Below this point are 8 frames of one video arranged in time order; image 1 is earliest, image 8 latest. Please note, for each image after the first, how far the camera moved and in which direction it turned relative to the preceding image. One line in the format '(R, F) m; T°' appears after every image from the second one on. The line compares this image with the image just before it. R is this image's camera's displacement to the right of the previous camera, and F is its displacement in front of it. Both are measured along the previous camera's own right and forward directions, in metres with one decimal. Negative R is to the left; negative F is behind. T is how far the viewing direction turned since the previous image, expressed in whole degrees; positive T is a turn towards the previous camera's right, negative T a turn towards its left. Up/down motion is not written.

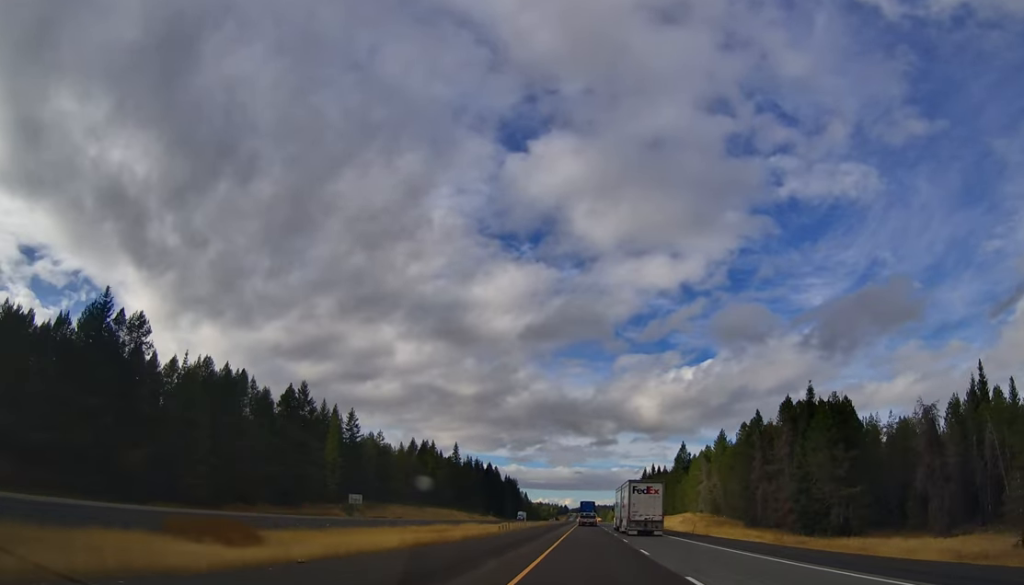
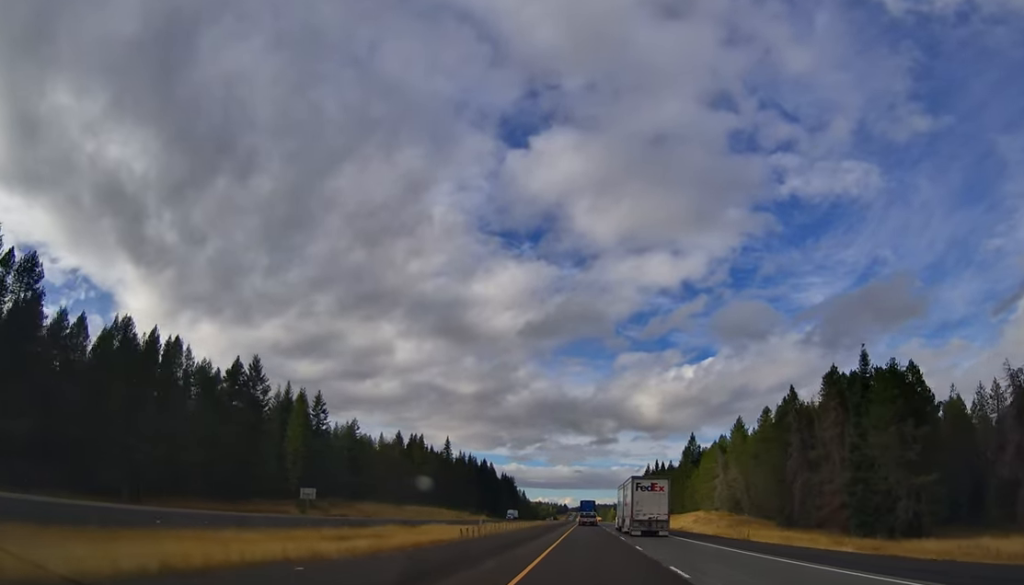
(0.0, +21.8) m; 0°
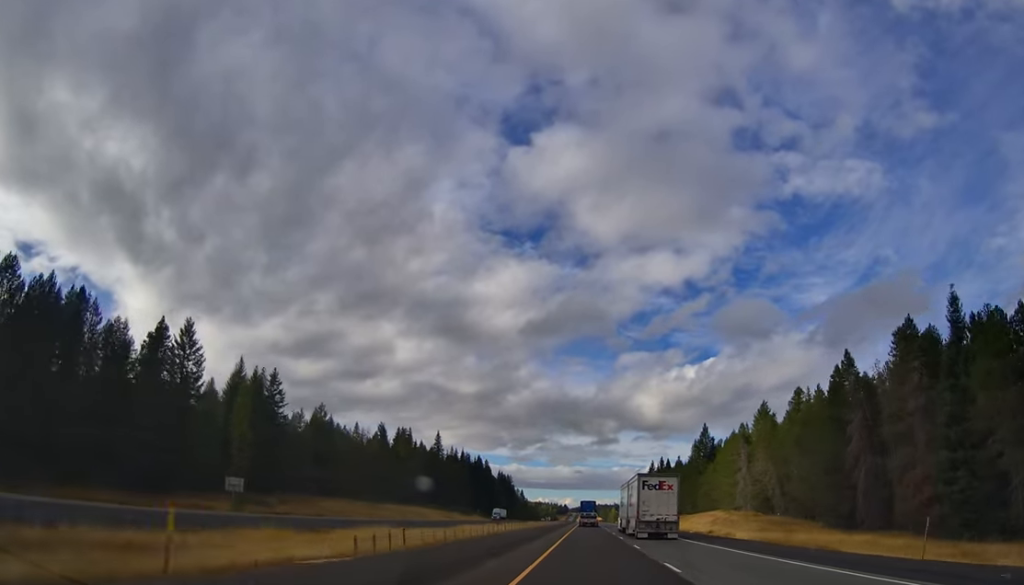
(-0.1, +22.9) m; 0°
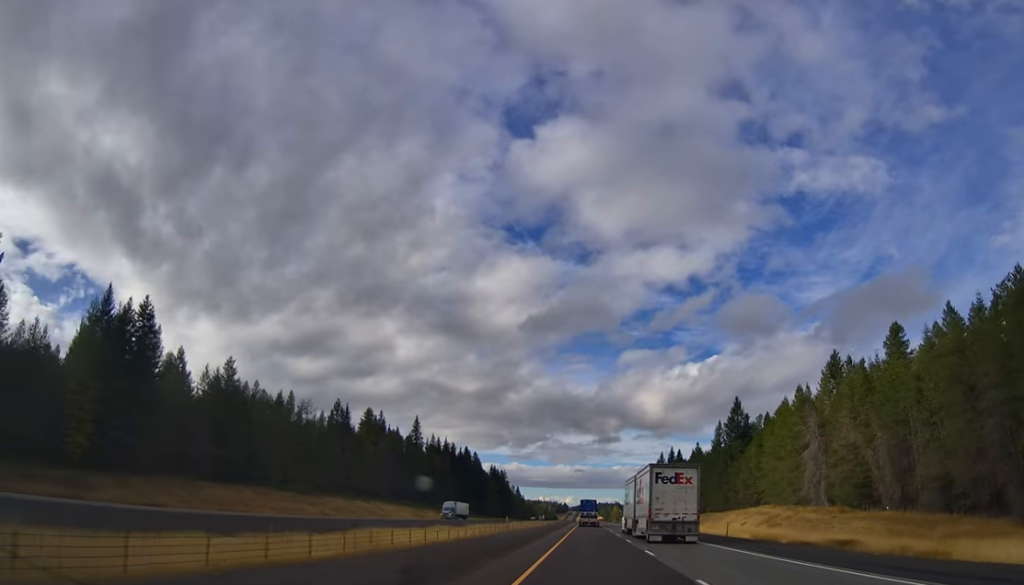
(+0.2, +42.5) m; 0°
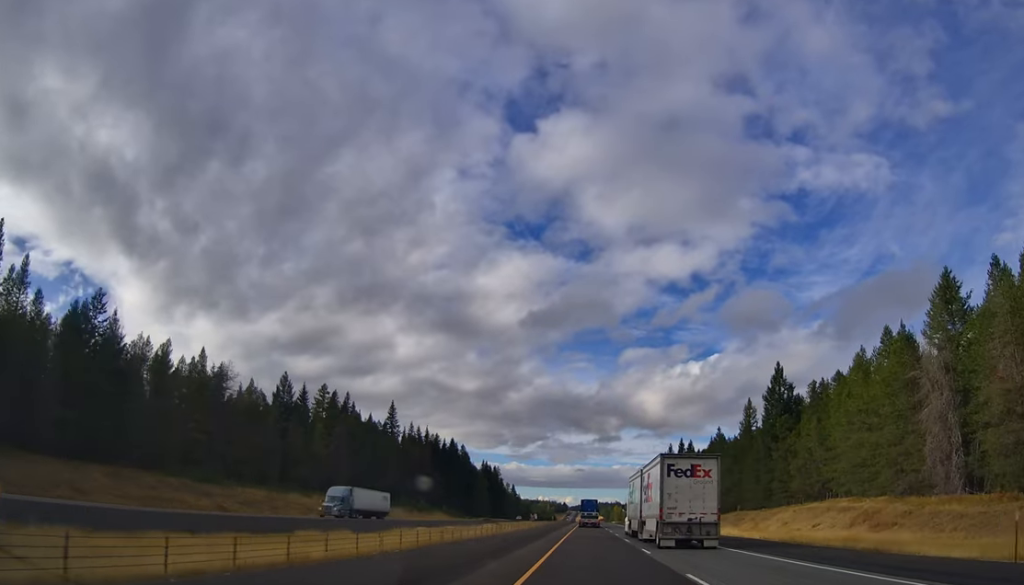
(-0.3, +35.6) m; 0°
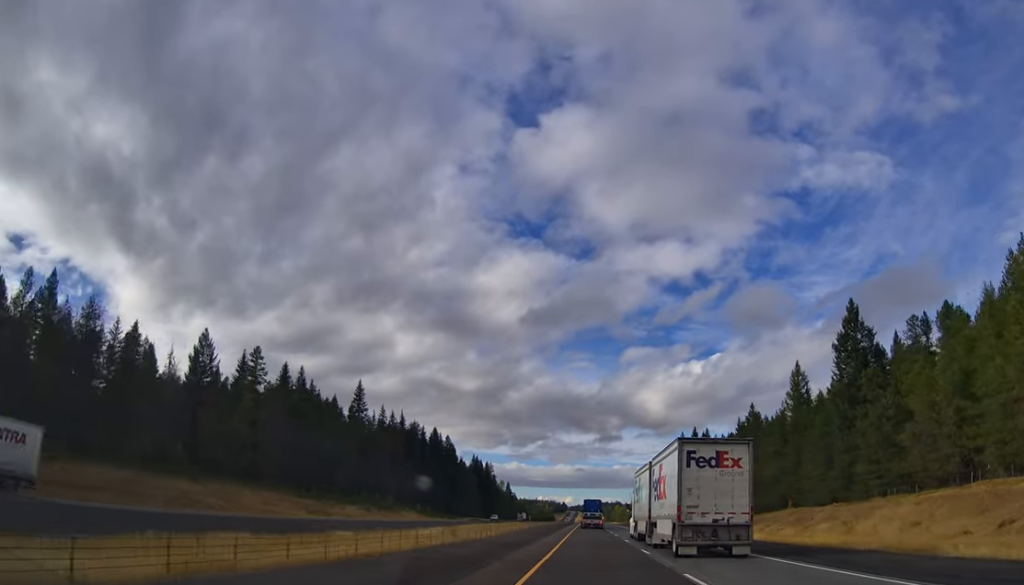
(+0.1, +36.5) m; 0°
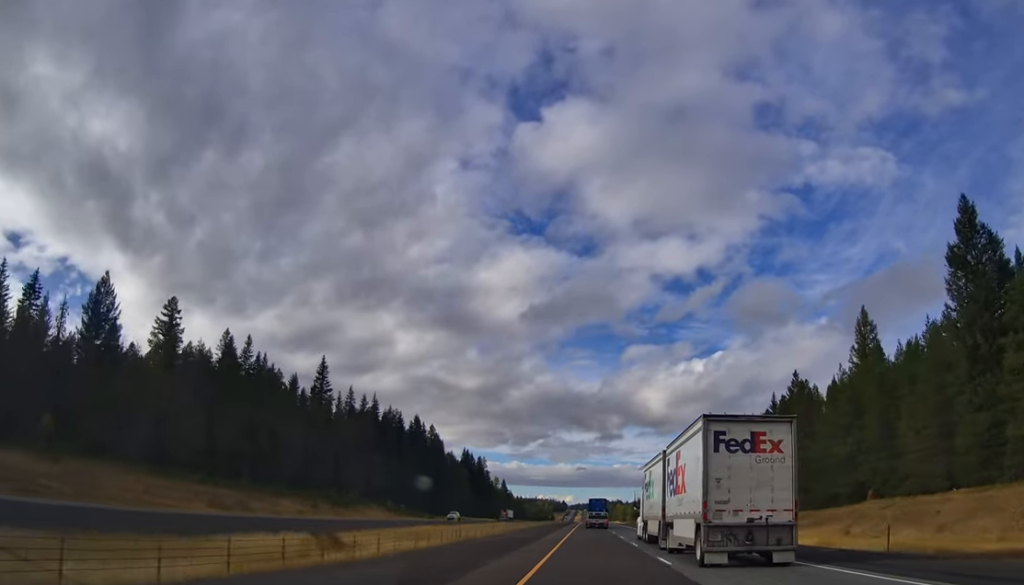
(+0.1, +30.7) m; 0°
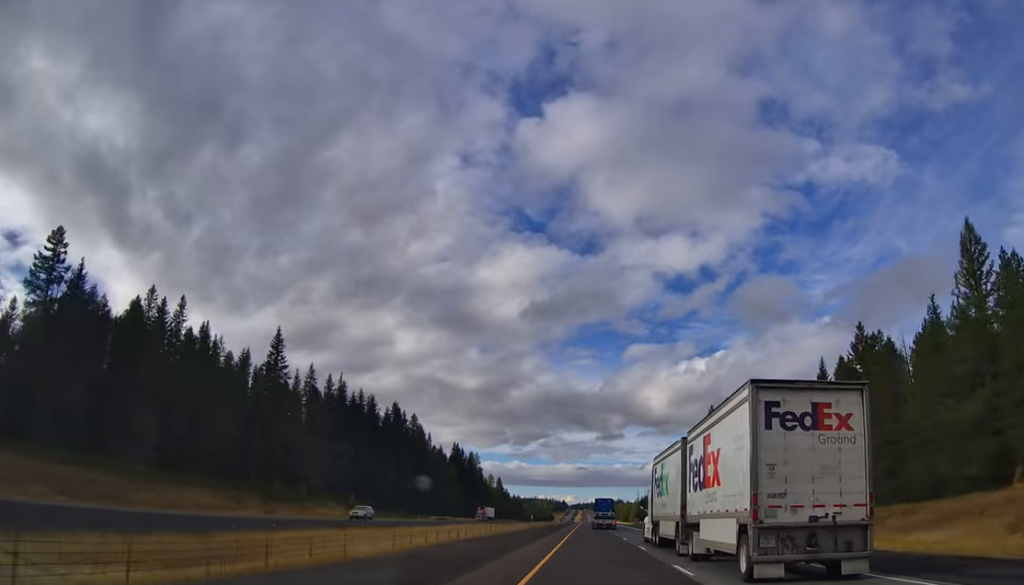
(-0.6, +28.5) m; 0°
